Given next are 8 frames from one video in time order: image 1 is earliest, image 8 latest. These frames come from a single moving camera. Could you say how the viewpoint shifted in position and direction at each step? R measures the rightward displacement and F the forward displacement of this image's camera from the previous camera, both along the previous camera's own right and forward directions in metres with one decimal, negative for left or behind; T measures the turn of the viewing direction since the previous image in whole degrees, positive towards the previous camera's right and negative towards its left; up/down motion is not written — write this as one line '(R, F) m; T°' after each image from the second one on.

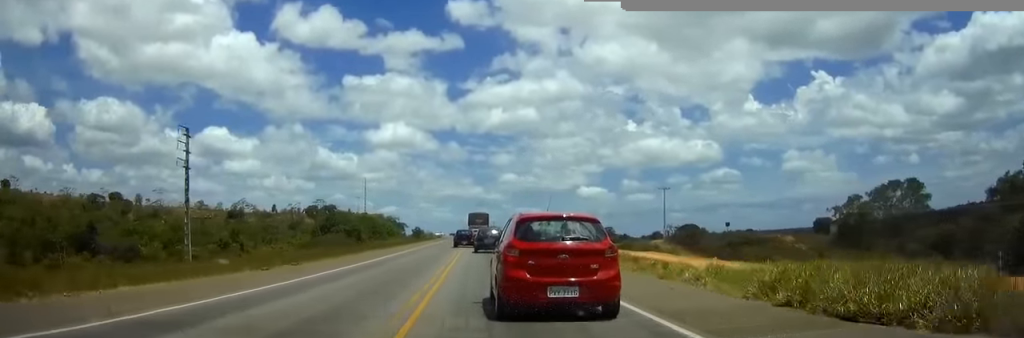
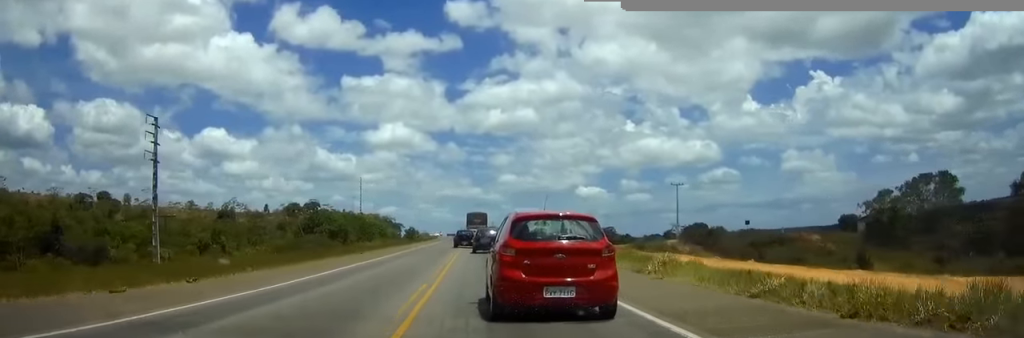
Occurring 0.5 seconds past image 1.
(+0.1, +9.9) m; 0°
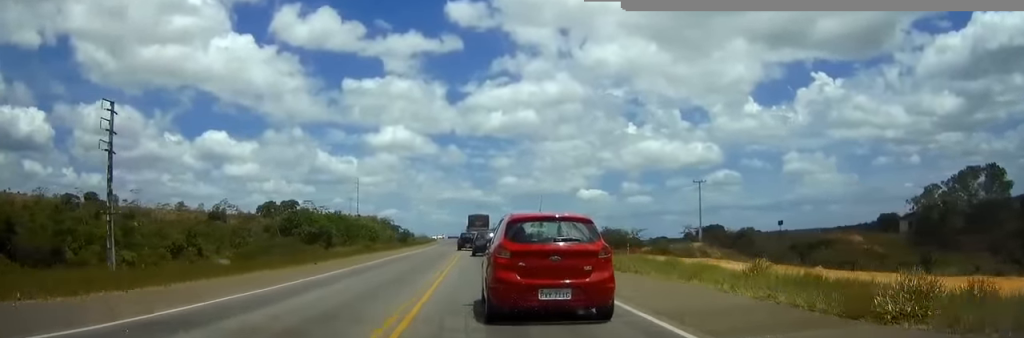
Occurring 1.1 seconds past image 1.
(0.0, +12.4) m; 0°
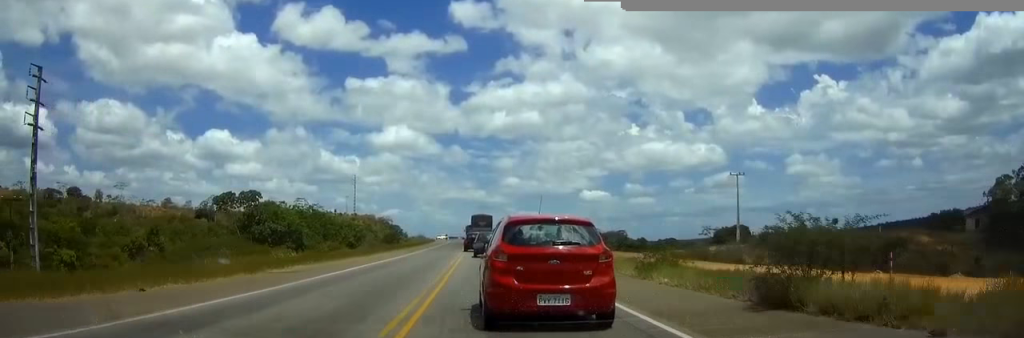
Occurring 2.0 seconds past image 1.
(-0.1, +16.3) m; 0°
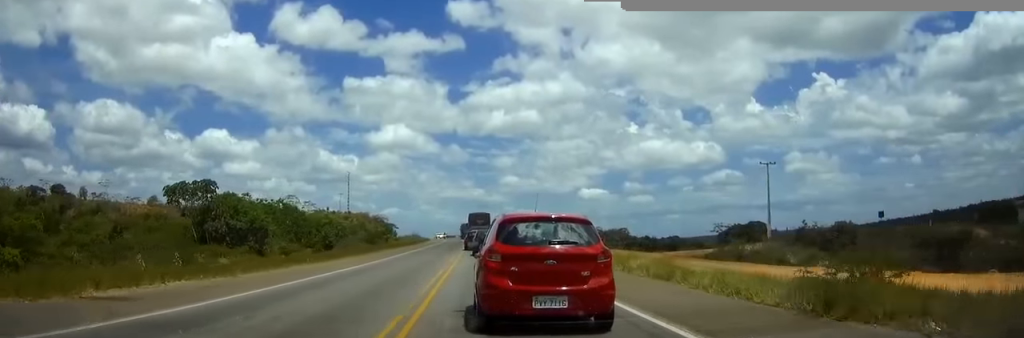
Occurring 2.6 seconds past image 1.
(0.0, +11.6) m; 0°
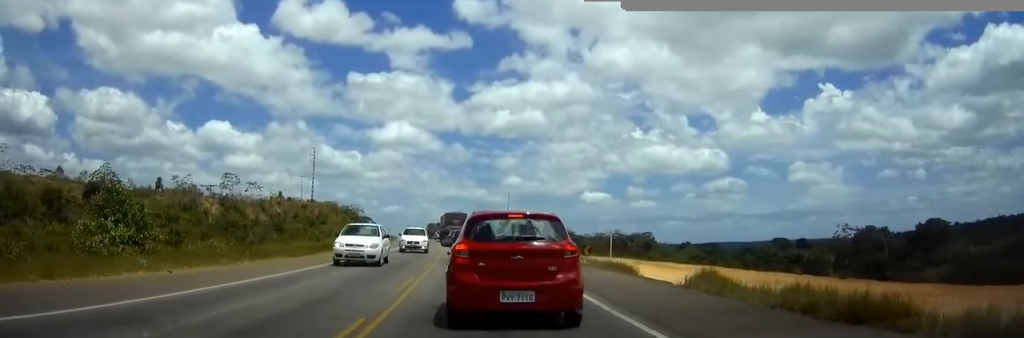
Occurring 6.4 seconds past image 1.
(+0.1, +70.9) m; 0°
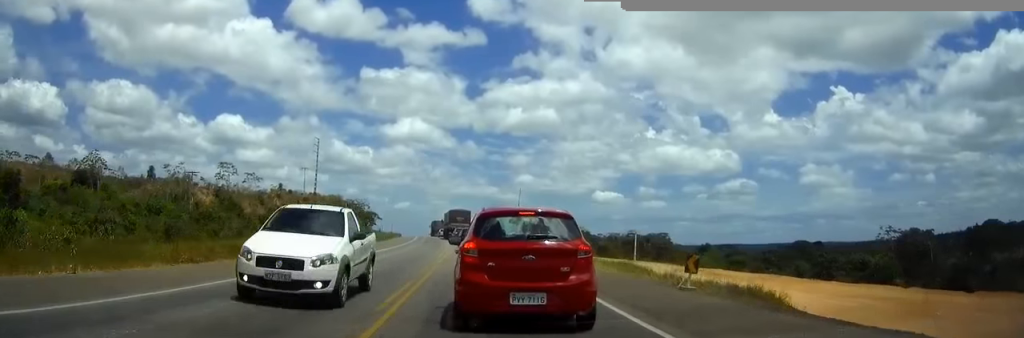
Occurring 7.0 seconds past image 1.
(-0.1, +11.9) m; -1°
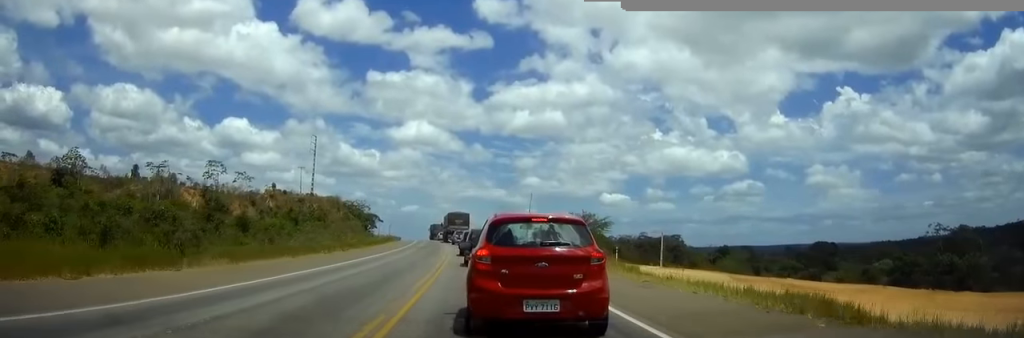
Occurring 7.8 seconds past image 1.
(-0.1, +13.4) m; -1°
